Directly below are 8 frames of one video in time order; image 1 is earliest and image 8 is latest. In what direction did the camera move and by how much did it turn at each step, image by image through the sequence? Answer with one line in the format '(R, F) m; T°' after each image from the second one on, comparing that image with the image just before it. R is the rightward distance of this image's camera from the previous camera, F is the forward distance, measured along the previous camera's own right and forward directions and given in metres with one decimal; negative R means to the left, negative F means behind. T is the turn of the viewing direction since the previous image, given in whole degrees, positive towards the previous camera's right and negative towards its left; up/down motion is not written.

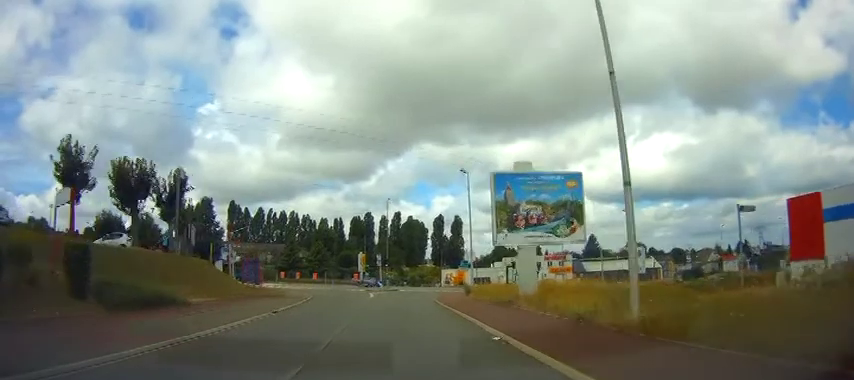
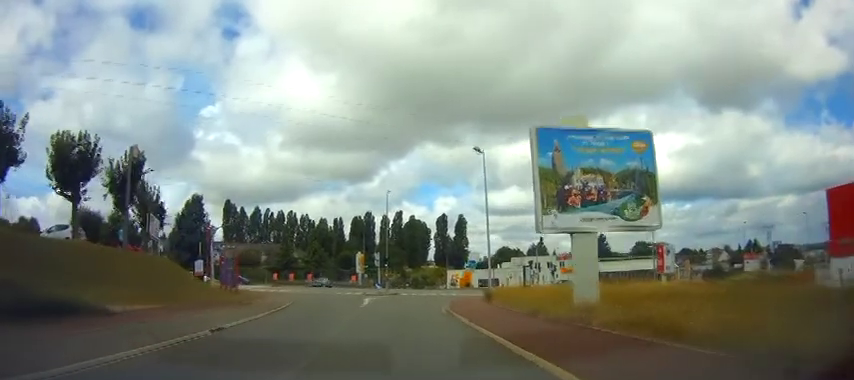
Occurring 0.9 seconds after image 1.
(0.0, +4.2) m; 0°
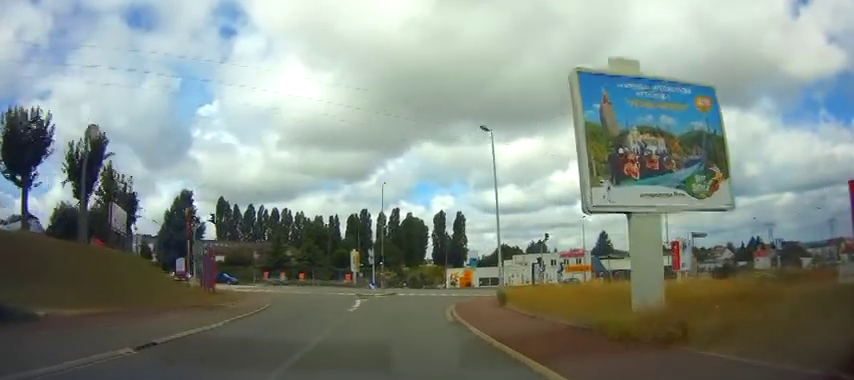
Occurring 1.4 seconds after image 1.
(0.0, +3.6) m; 0°
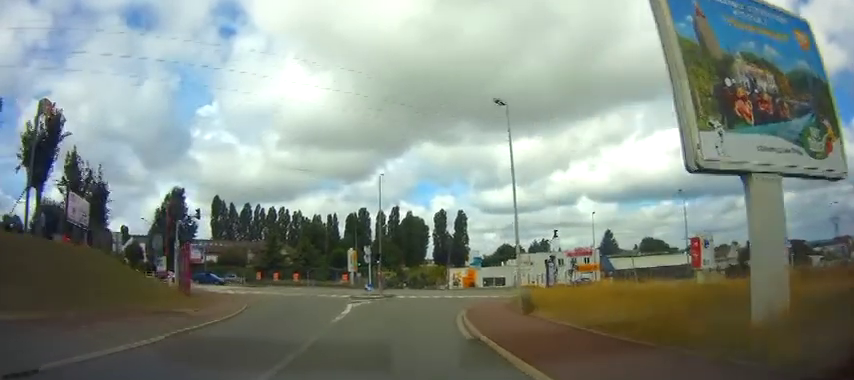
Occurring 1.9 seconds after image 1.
(0.0, +4.1) m; 0°
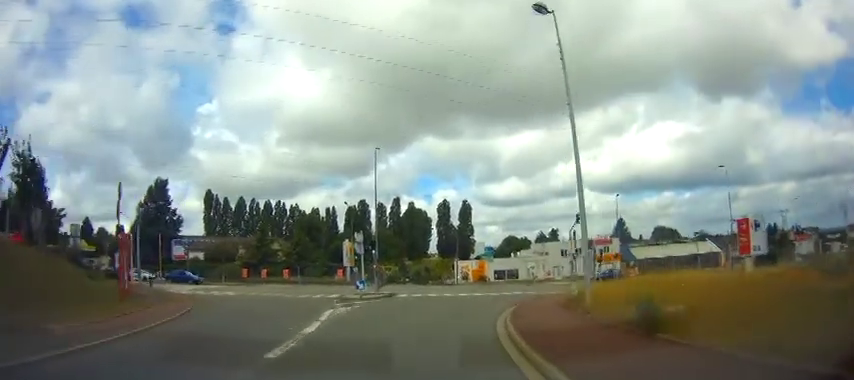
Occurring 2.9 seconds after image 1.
(0.0, +8.6) m; 0°
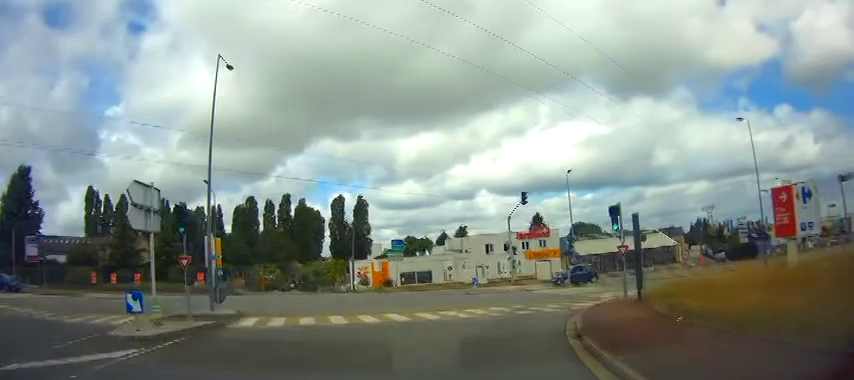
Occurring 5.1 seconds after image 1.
(+0.9, +17.6) m; +10°
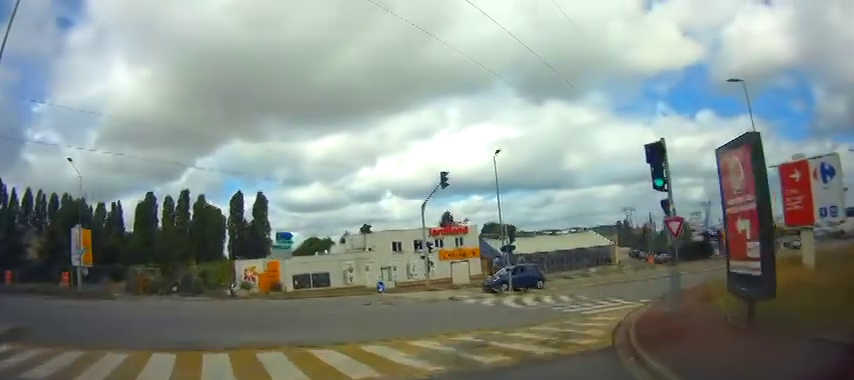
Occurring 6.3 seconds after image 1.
(+0.9, +9.2) m; +13°
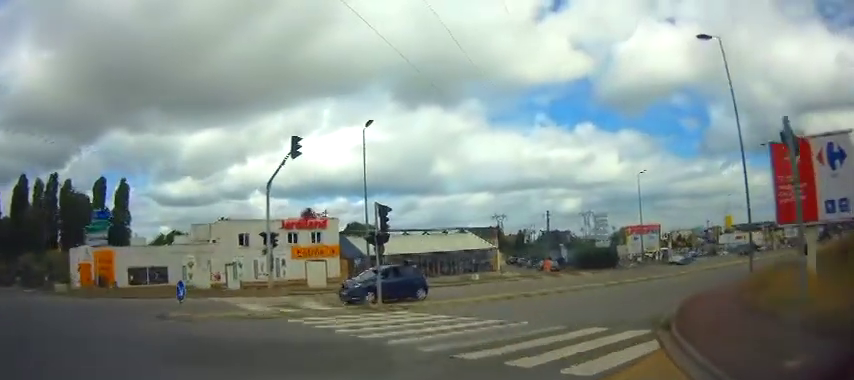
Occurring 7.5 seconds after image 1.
(+1.4, +8.1) m; +19°
